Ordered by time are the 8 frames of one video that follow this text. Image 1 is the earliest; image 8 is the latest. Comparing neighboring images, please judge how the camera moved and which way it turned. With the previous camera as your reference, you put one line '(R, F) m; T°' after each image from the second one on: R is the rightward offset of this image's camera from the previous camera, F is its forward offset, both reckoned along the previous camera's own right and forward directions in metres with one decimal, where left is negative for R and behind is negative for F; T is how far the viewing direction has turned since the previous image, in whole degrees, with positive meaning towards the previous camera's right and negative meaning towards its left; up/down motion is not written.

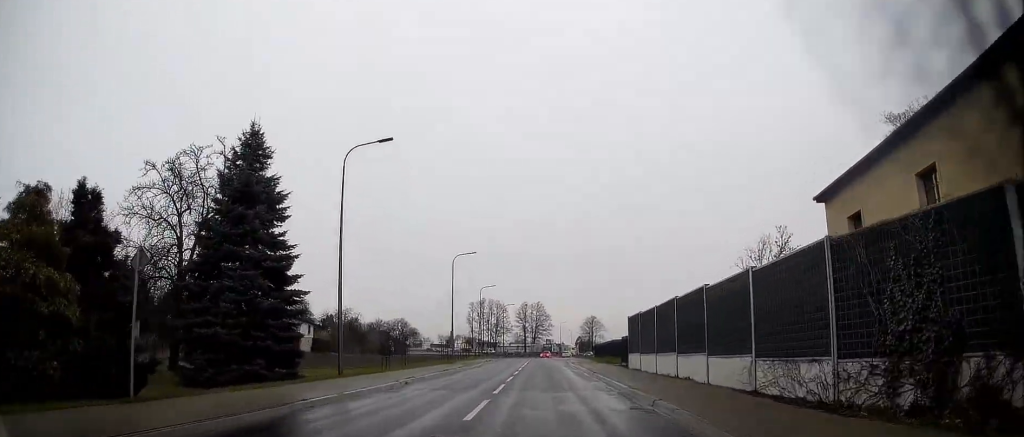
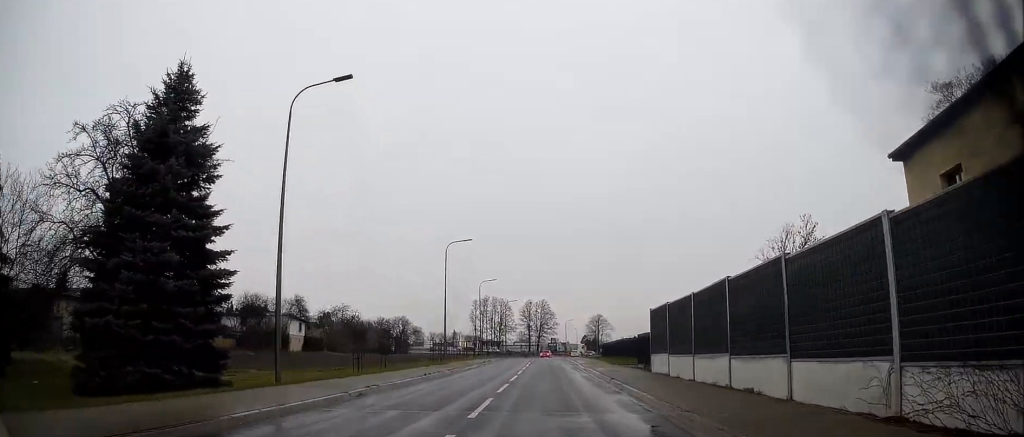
(0.0, +5.9) m; -1°
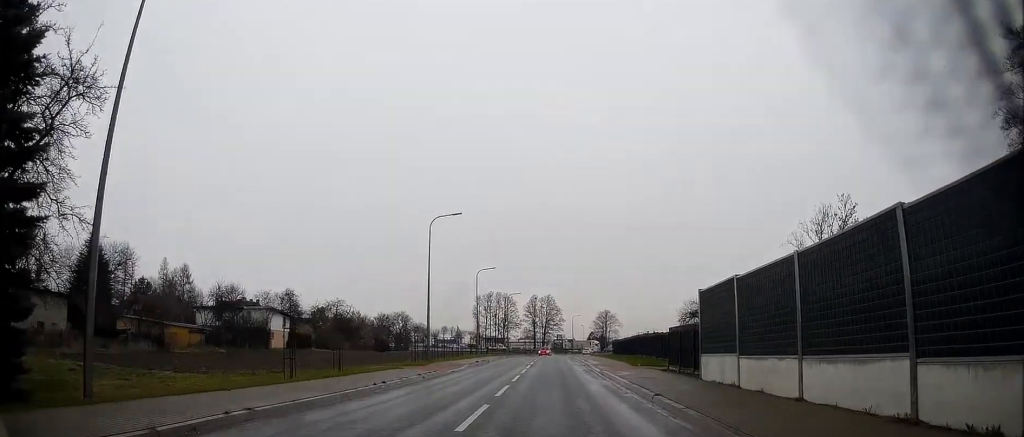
(-0.1, +8.3) m; -1°
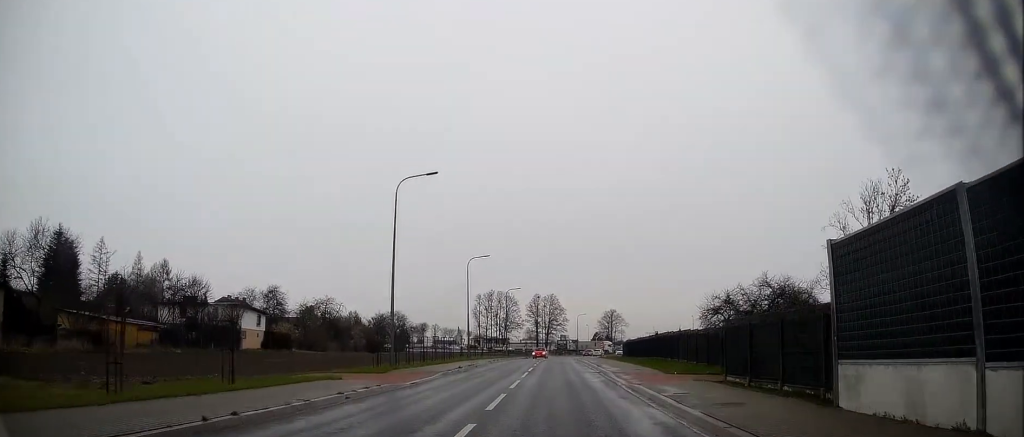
(-0.1, +9.2) m; -1°
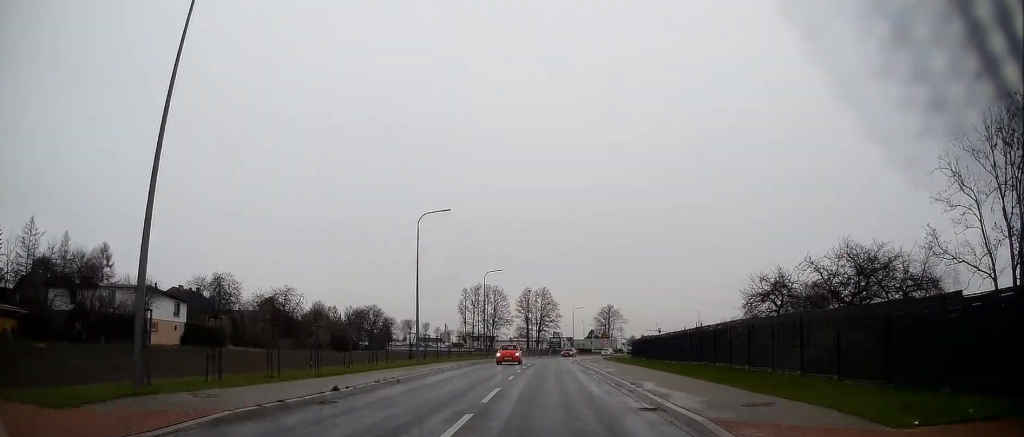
(-0.1, +17.8) m; 0°
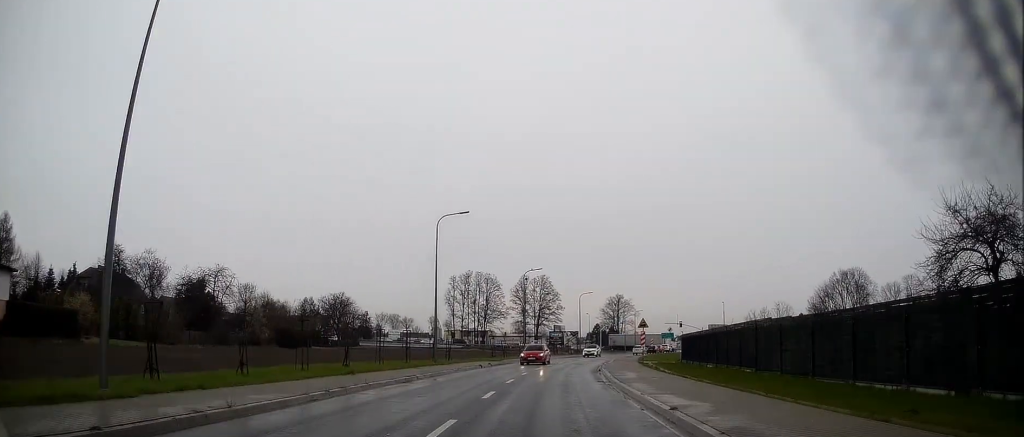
(+0.1, +27.0) m; +1°
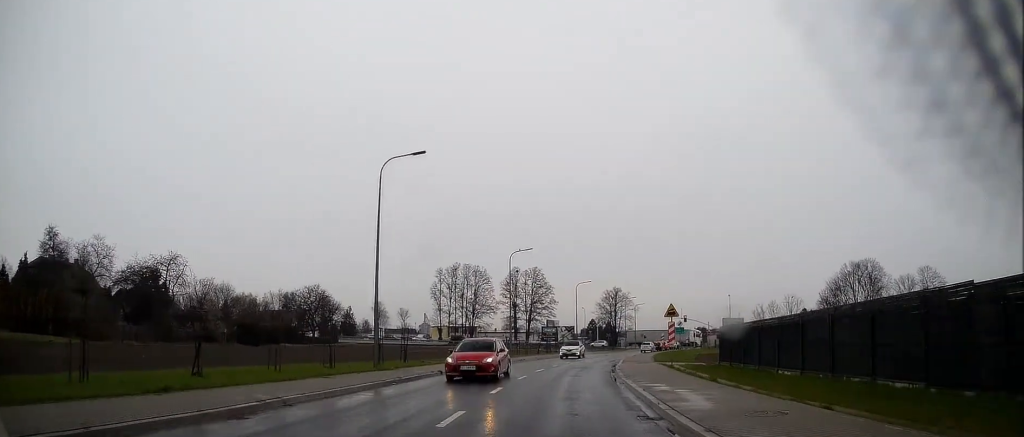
(0.0, +11.5) m; +1°
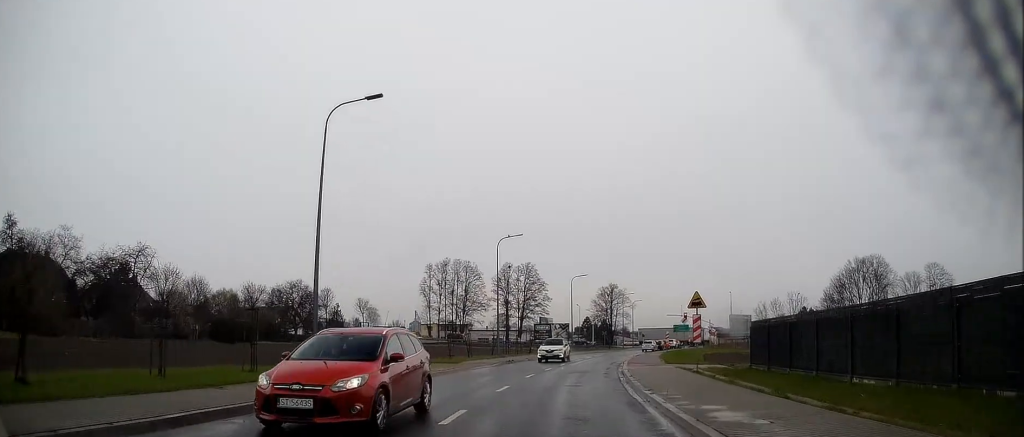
(+0.1, +6.3) m; 0°
